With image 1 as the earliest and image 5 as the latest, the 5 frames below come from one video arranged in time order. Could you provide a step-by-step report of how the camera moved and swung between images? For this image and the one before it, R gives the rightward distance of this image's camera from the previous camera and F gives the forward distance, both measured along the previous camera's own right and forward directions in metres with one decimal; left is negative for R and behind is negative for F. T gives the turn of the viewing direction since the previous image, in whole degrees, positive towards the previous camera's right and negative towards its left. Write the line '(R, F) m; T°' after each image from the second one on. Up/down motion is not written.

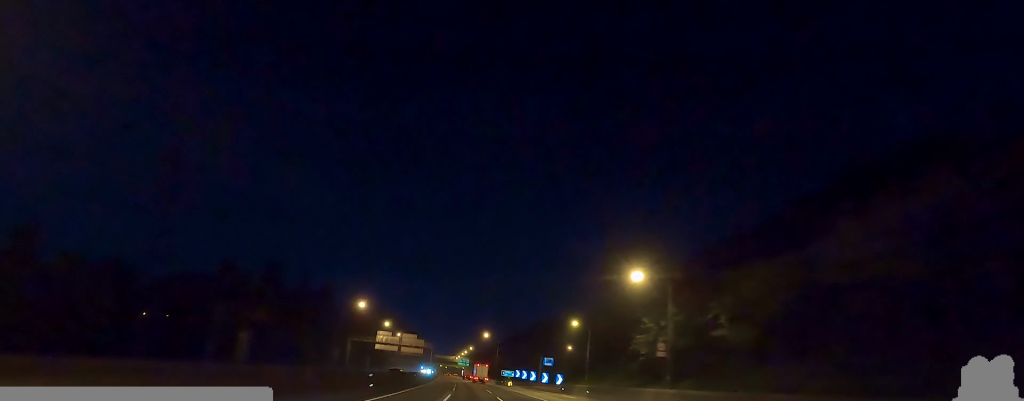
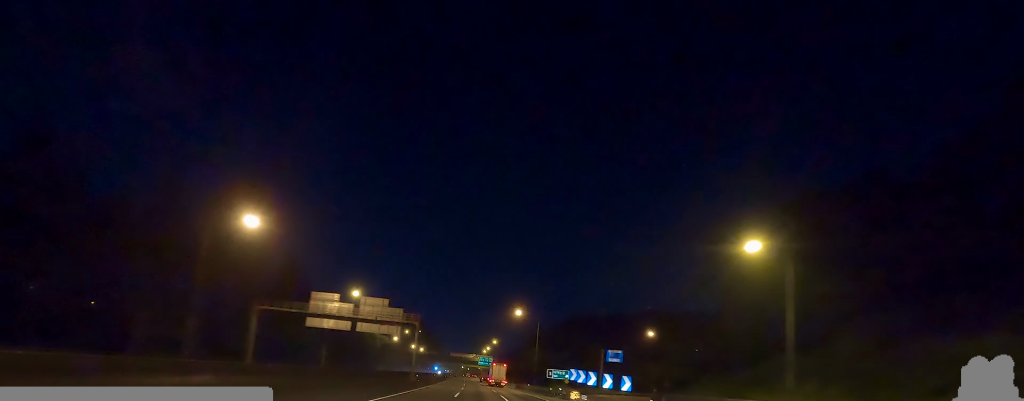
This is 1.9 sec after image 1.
(-1.8, +53.8) m; -4°
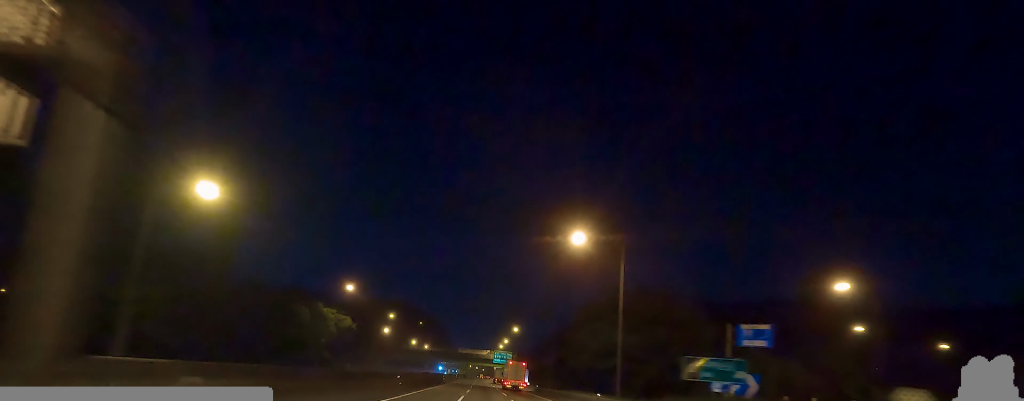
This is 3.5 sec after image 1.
(-0.9, +46.2) m; 0°
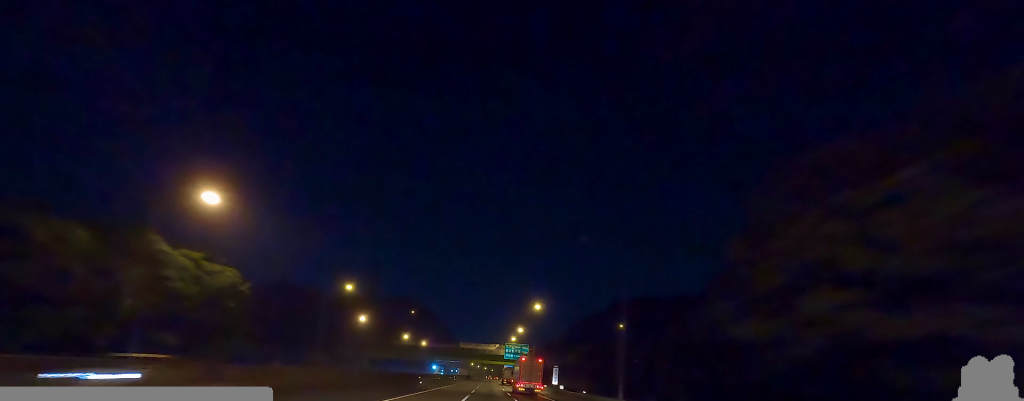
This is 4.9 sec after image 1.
(+0.1, +38.3) m; -2°
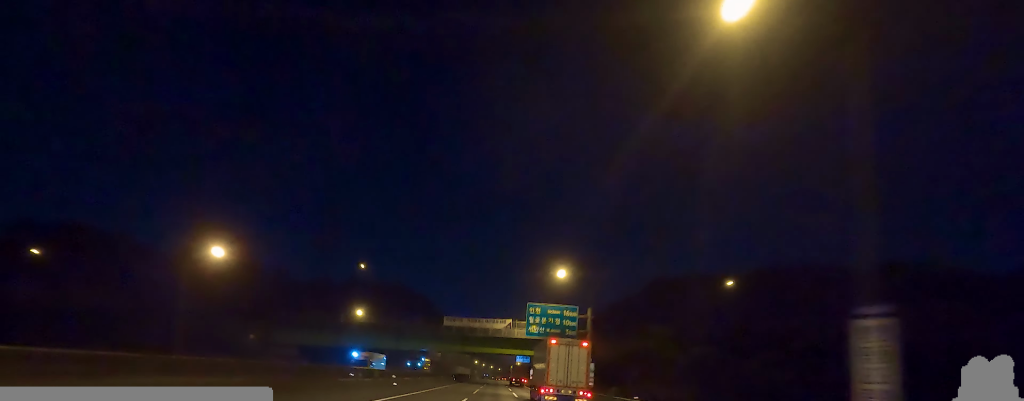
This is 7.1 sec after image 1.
(+2.0, +65.2) m; +2°
